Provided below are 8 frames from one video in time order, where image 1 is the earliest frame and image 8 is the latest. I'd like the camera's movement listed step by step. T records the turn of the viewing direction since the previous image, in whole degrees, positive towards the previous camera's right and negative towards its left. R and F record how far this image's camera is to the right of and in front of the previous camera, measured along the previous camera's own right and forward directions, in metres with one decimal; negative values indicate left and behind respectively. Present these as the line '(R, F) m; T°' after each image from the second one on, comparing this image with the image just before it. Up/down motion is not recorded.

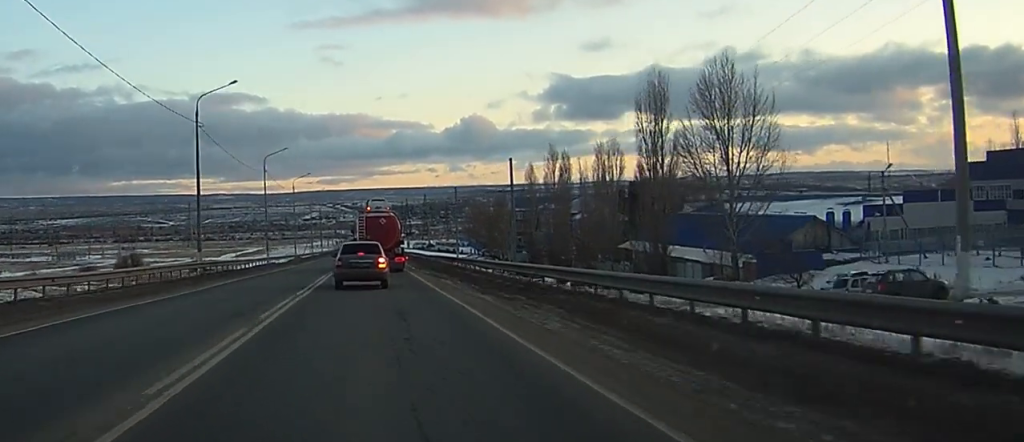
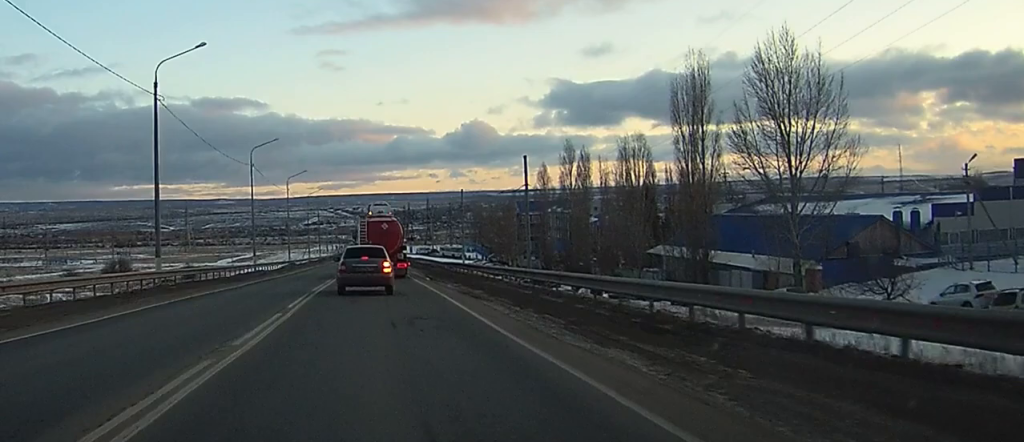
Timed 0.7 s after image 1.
(0.0, +11.6) m; 0°
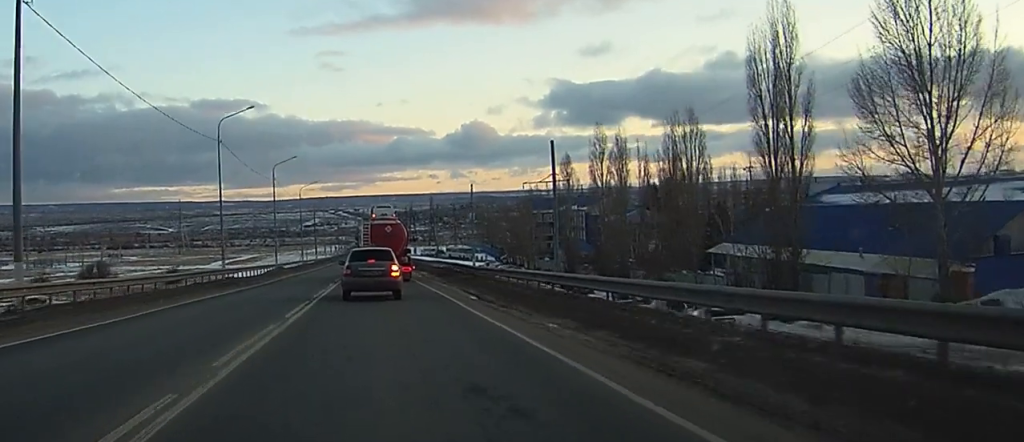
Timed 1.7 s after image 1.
(0.0, +18.5) m; 0°
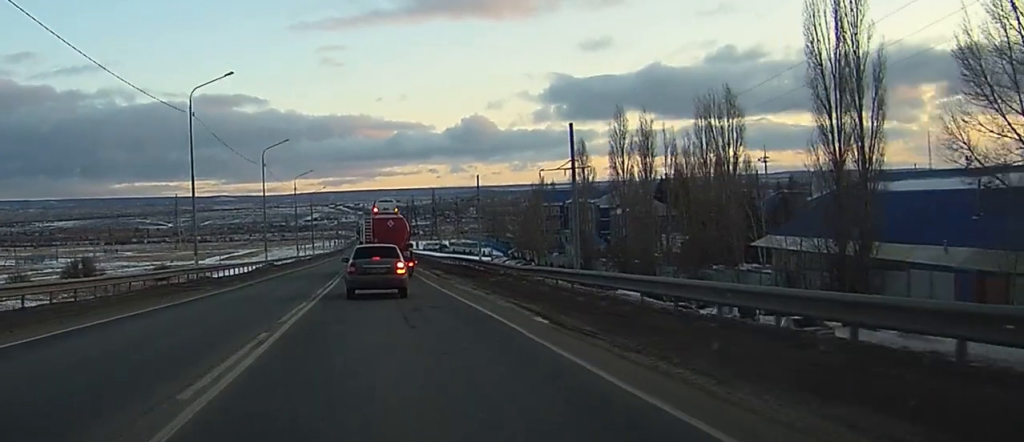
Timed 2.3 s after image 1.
(0.0, +10.3) m; 0°
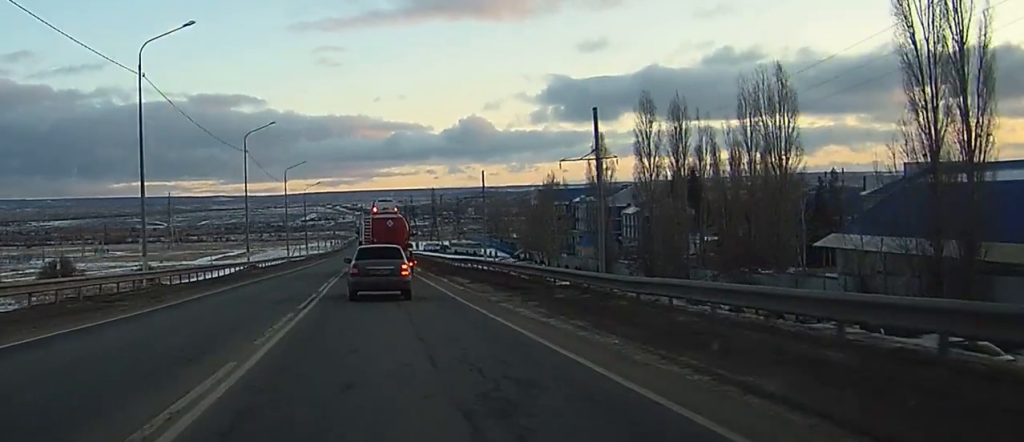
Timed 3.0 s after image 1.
(+0.1, +11.9) m; 0°
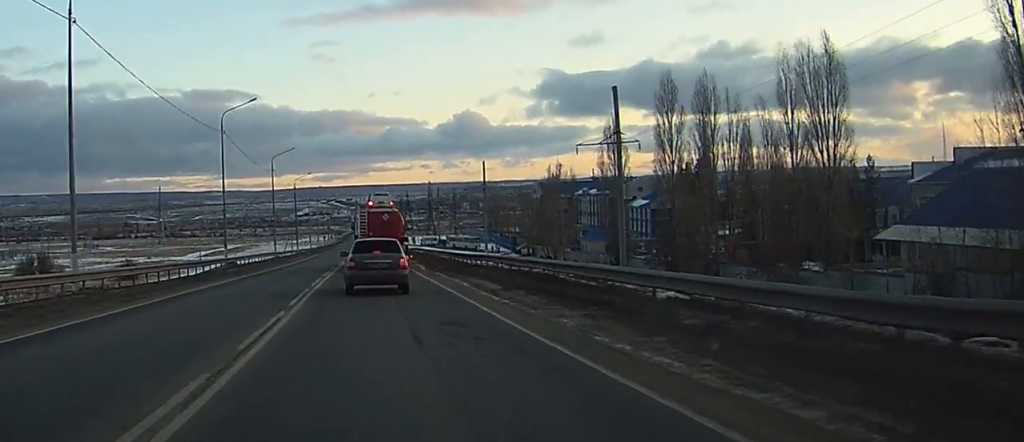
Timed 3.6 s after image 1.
(0.0, +9.5) m; 0°
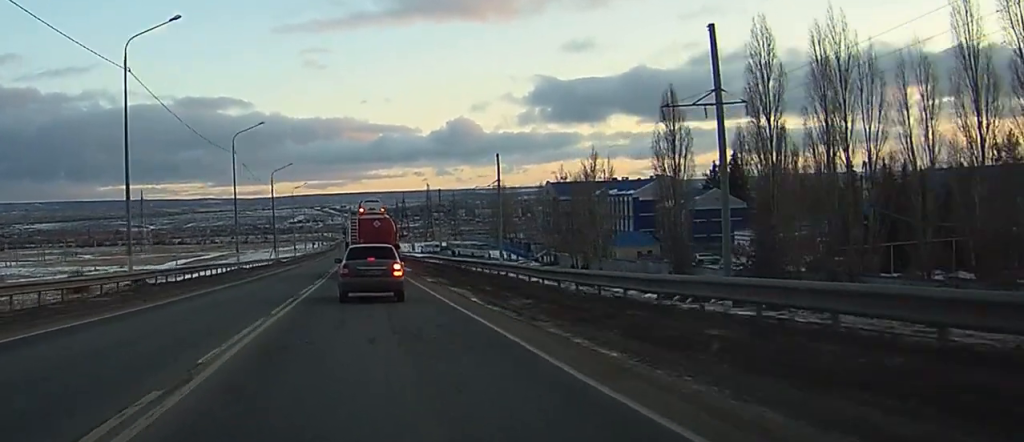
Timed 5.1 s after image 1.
(+0.4, +25.3) m; +2°
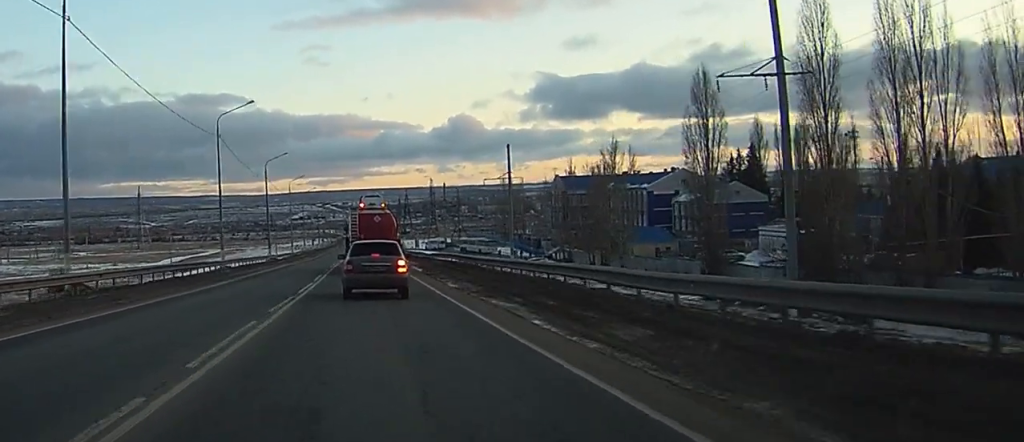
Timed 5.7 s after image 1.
(0.0, +8.7) m; 0°
